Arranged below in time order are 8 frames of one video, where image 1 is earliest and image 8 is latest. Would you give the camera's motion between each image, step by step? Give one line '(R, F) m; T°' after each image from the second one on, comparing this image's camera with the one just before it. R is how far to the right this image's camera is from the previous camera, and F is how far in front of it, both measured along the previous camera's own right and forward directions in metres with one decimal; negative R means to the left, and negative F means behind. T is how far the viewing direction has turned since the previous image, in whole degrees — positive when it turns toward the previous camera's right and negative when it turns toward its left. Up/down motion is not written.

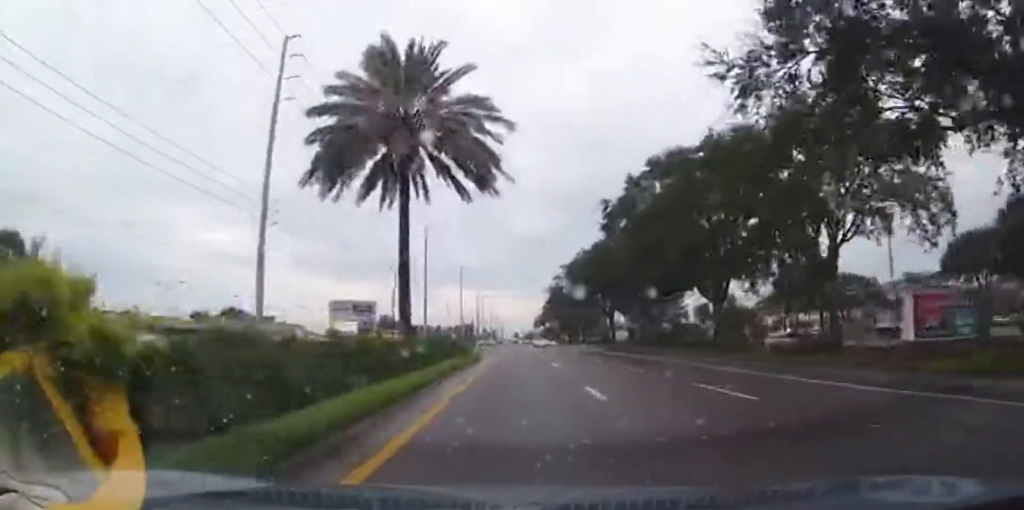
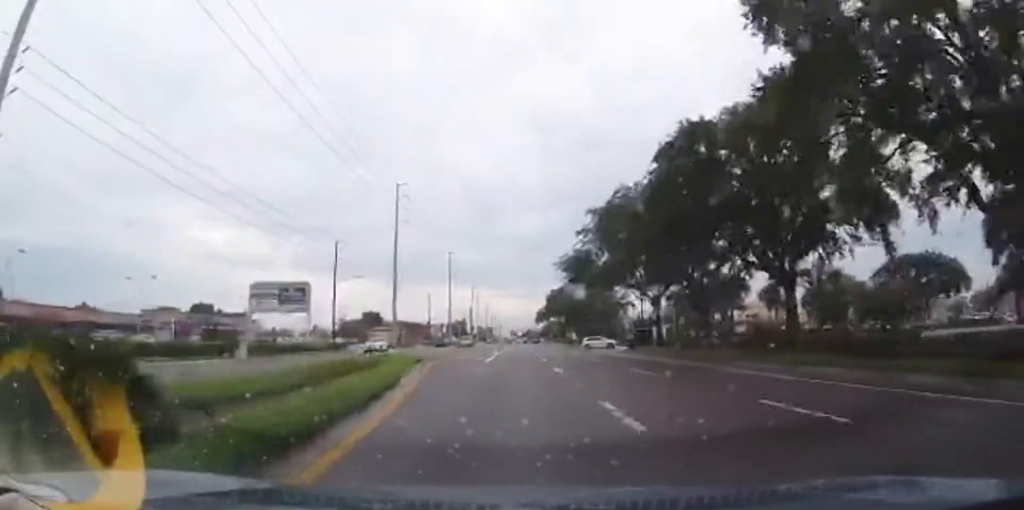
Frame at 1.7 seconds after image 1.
(-0.1, +28.8) m; 0°
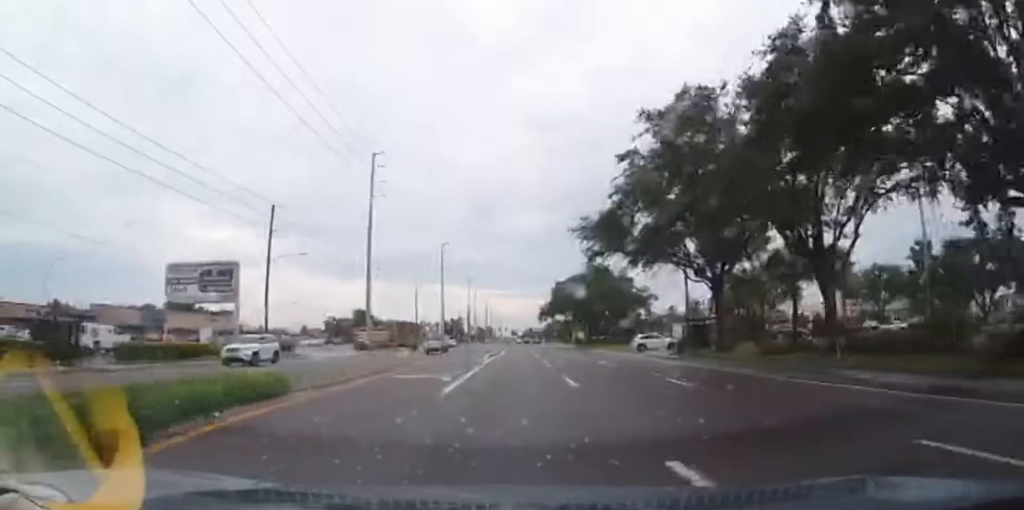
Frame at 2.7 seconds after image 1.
(0.0, +17.7) m; 0°
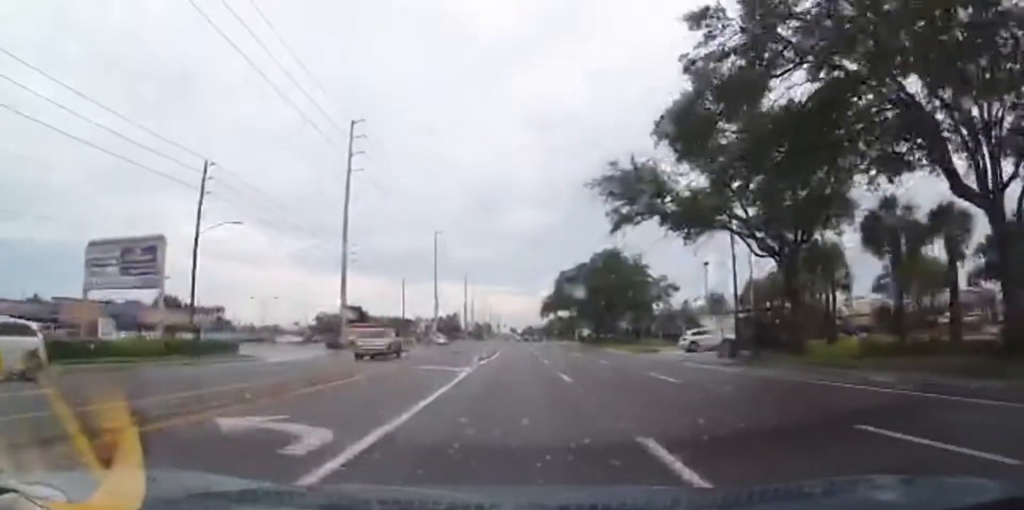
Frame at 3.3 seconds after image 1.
(-0.1, +11.2) m; 0°
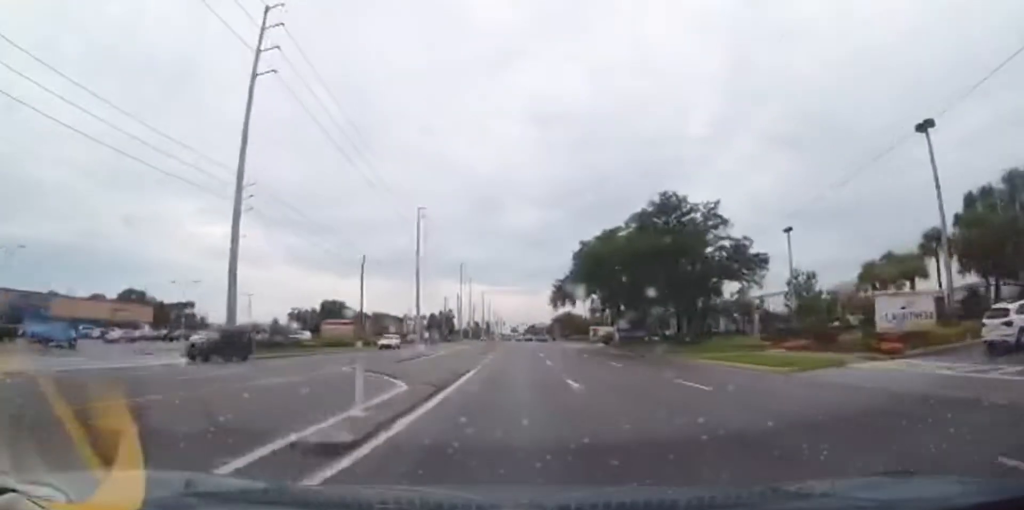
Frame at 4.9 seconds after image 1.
(+0.4, +27.5) m; +1°
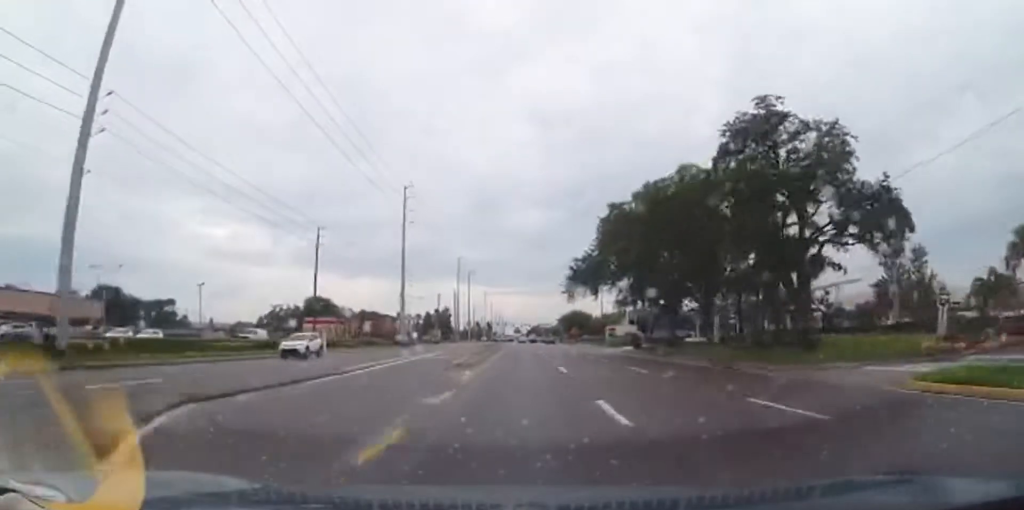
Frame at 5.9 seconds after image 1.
(-0.4, +17.5) m; -1°
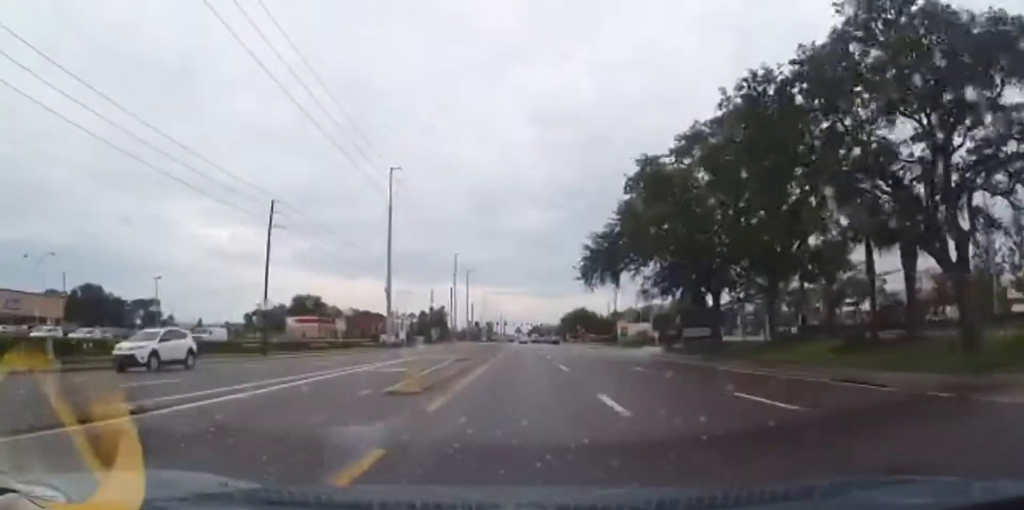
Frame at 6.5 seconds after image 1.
(0.0, +11.2) m; 0°
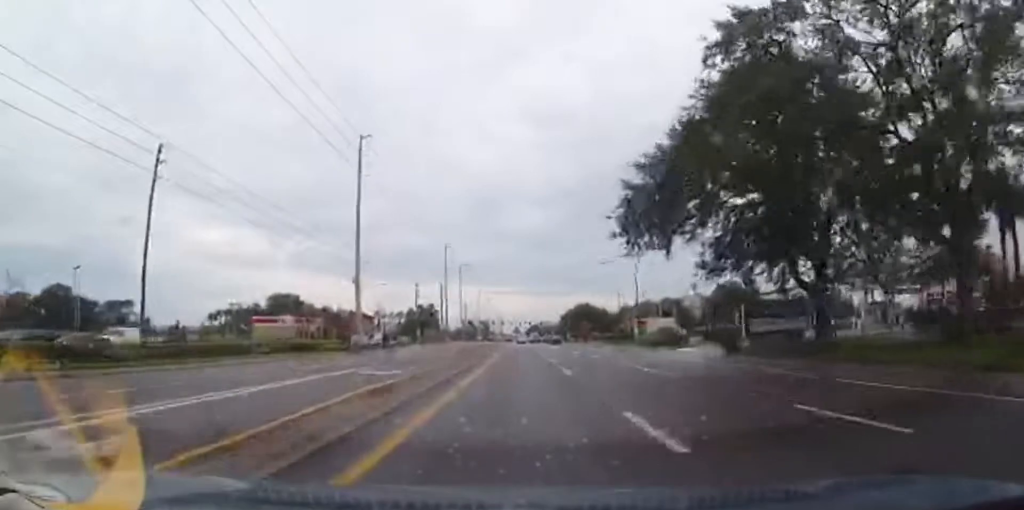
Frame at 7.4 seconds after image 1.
(0.0, +15.9) m; 0°
